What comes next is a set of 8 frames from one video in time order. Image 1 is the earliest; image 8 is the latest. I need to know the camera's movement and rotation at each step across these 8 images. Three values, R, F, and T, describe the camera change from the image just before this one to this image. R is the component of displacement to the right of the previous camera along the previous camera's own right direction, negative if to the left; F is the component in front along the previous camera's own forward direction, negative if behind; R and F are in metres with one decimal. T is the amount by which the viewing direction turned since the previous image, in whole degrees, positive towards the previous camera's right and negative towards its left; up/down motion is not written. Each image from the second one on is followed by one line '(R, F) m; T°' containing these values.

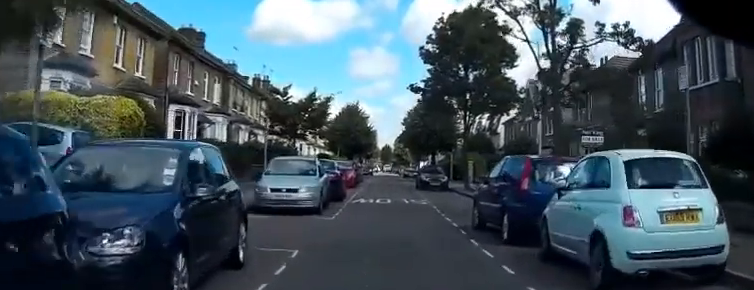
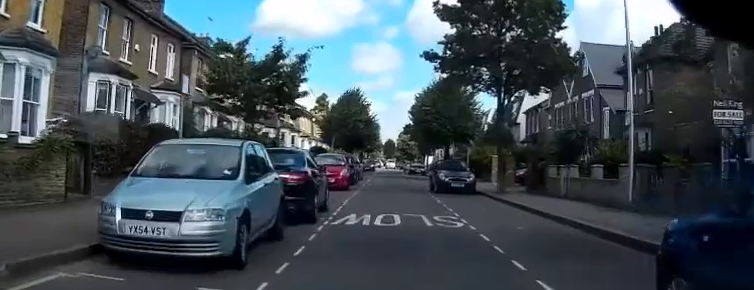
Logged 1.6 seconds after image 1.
(0.0, +8.9) m; -2°
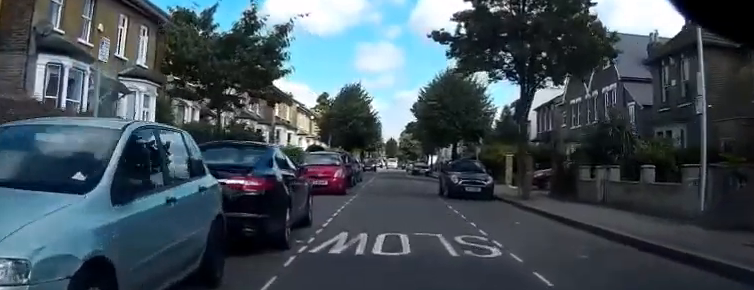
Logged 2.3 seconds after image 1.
(0.0, +3.9) m; -1°
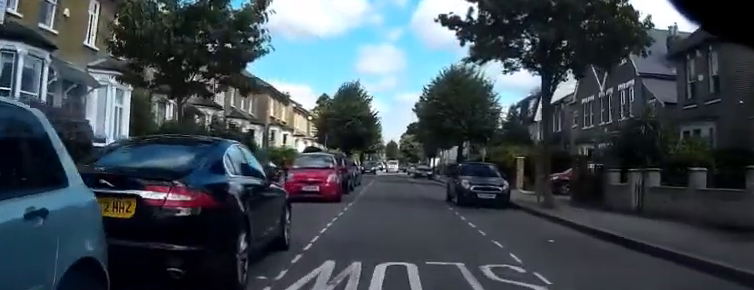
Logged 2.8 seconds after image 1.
(0.0, +2.9) m; -1°
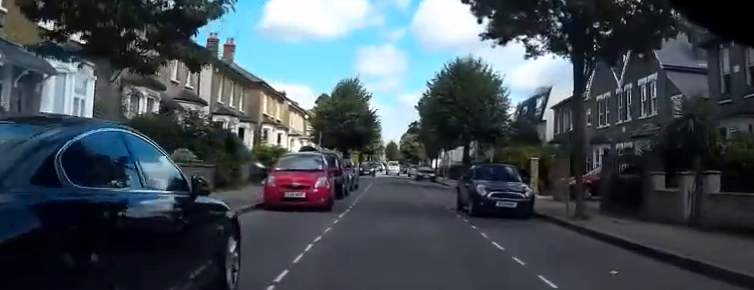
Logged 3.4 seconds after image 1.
(-0.1, +3.4) m; -1°
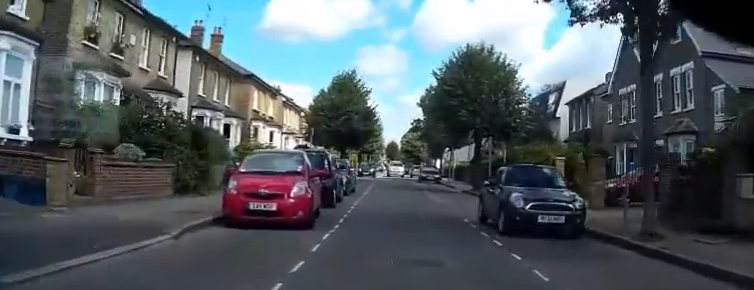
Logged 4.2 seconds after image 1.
(-0.1, +4.4) m; 0°
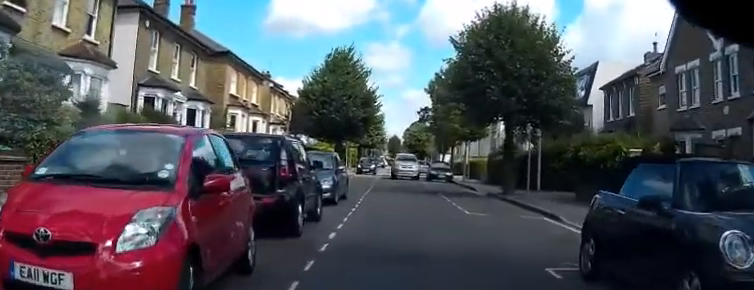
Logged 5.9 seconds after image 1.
(+0.3, +7.4) m; +5°
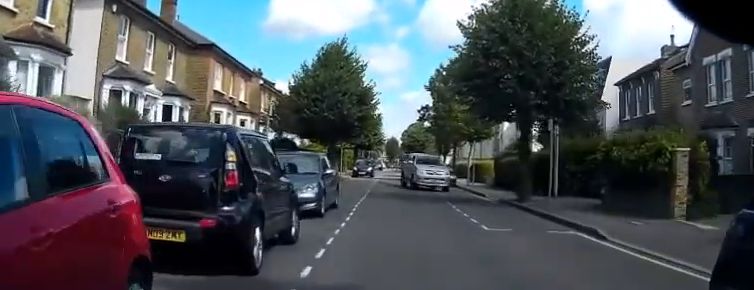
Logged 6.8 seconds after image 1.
(+0.1, +3.1) m; -2°
